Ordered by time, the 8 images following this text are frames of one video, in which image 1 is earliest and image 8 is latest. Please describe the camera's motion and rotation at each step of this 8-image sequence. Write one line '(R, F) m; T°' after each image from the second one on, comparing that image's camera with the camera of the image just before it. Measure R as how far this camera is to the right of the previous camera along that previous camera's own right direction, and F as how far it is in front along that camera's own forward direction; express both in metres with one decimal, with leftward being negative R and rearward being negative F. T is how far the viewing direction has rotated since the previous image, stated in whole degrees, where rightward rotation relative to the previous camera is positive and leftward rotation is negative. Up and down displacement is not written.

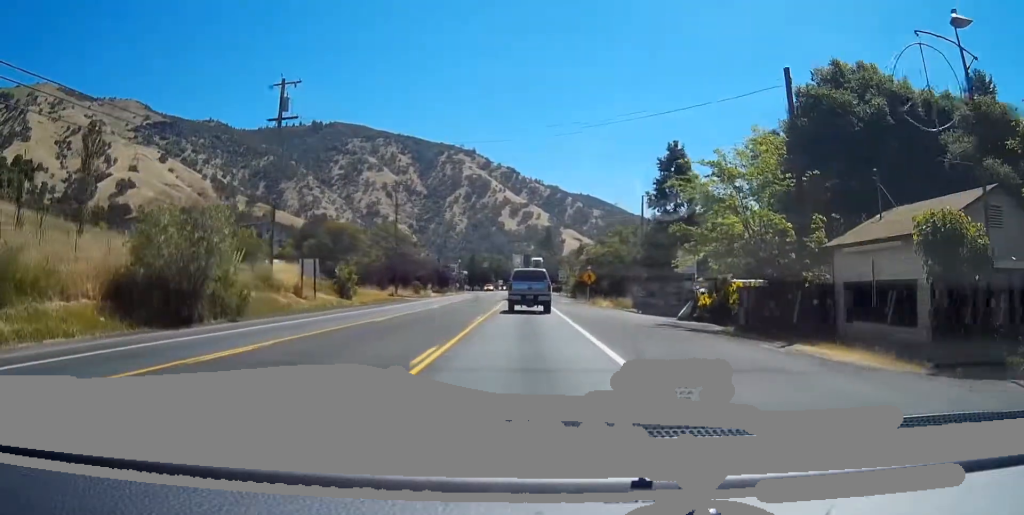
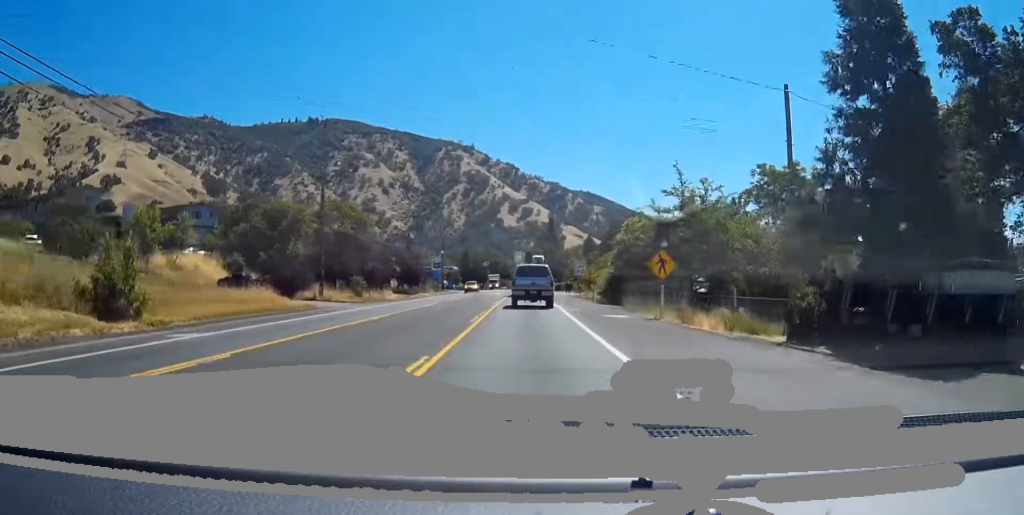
(+0.1, +31.5) m; +1°
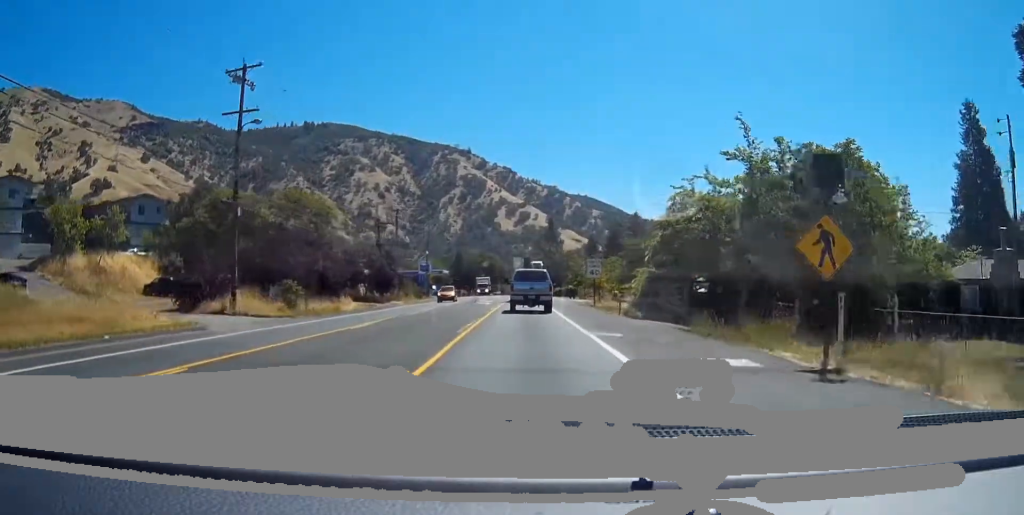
(0.0, +16.7) m; 0°
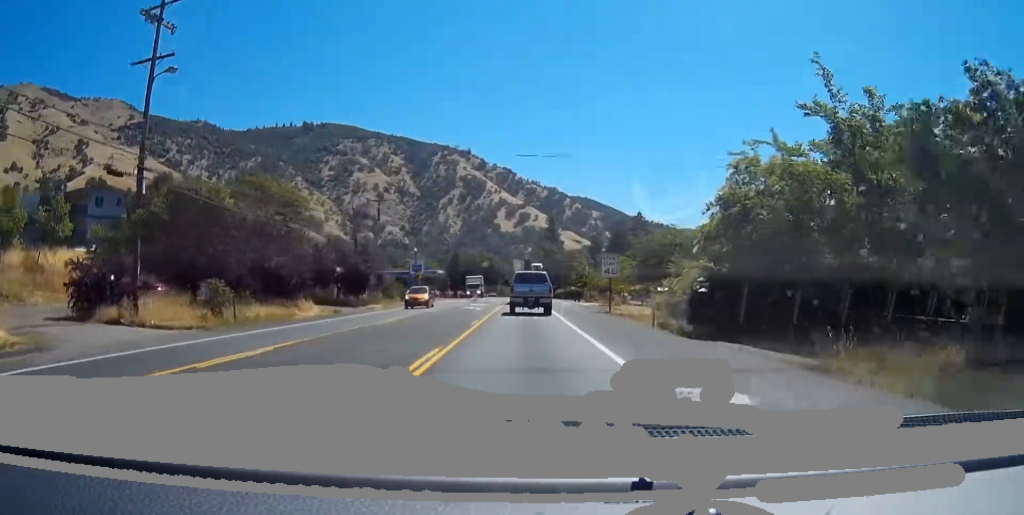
(0.0, +10.7) m; 0°
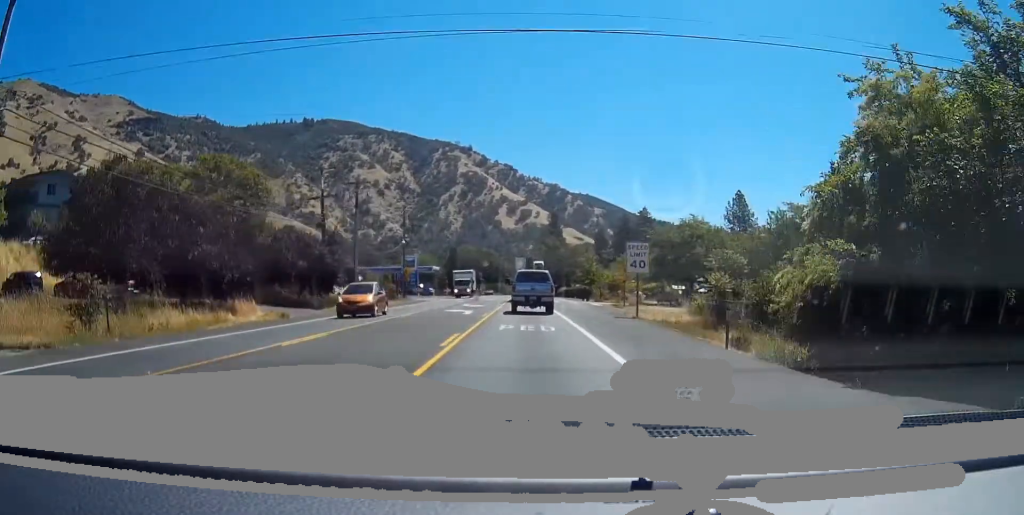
(+0.1, +10.7) m; 0°
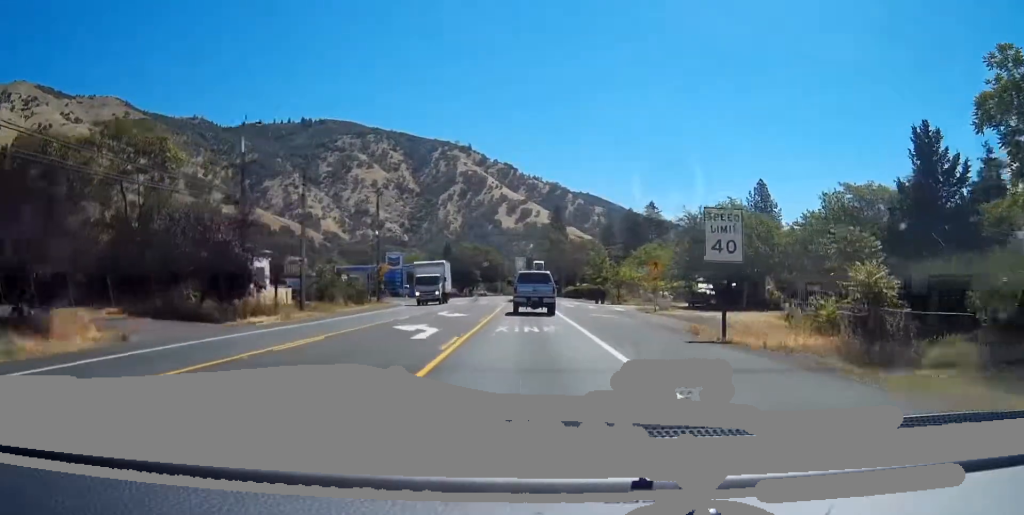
(0.0, +15.8) m; 0°
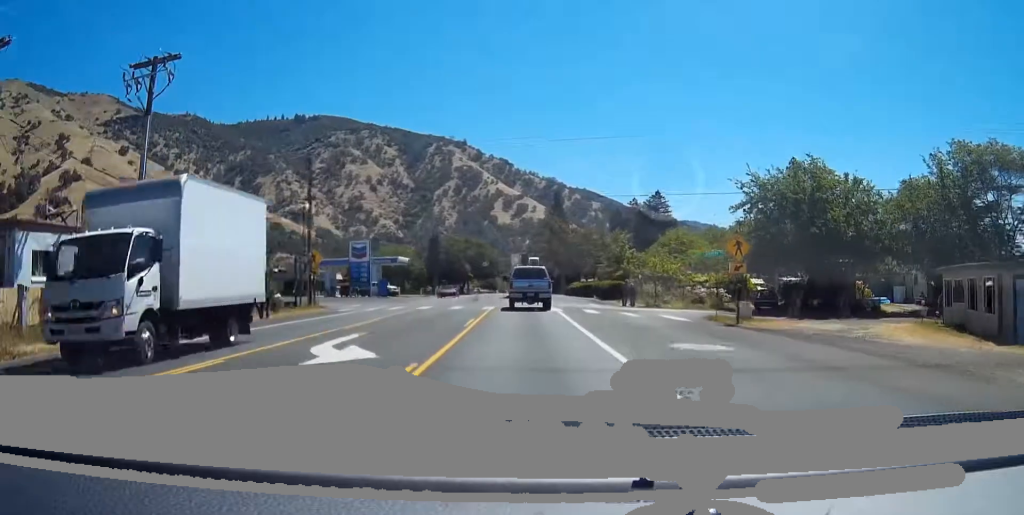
(+0.1, +21.5) m; +1°
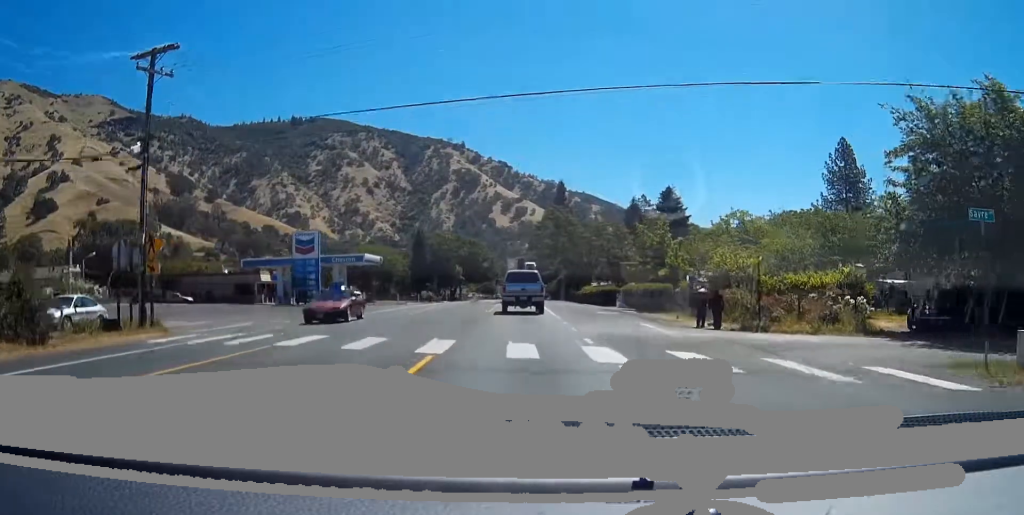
(+0.1, +22.2) m; 0°
